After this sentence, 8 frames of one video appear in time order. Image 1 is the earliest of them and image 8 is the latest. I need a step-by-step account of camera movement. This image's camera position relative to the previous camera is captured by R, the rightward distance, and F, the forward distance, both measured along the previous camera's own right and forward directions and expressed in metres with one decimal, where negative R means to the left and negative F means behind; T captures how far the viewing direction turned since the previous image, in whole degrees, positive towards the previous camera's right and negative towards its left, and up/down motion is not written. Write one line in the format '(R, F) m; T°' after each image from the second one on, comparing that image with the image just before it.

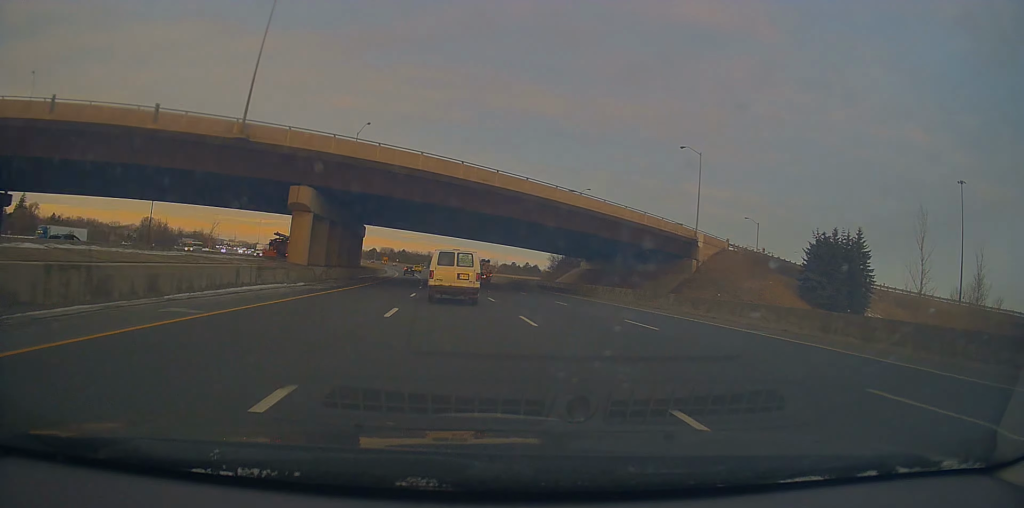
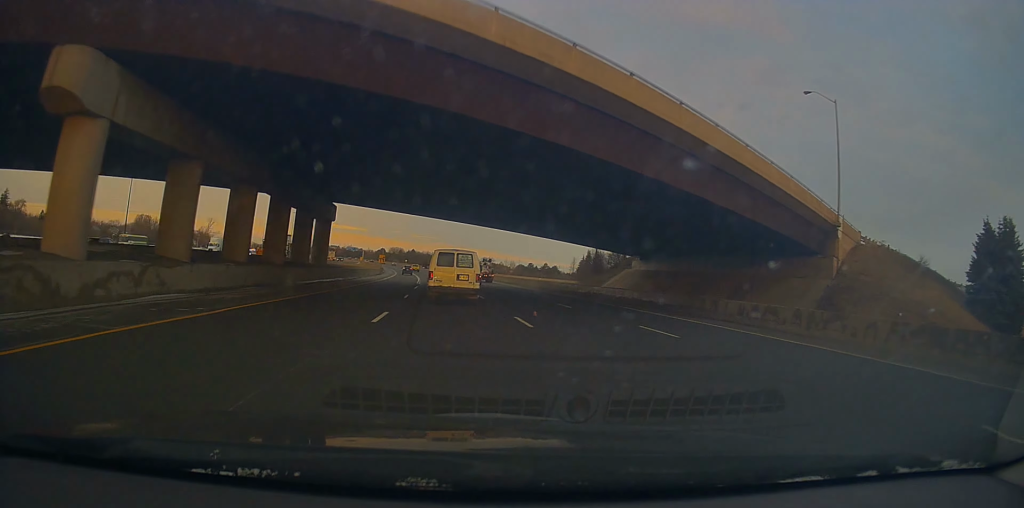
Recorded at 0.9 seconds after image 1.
(-0.6, +26.2) m; -1°
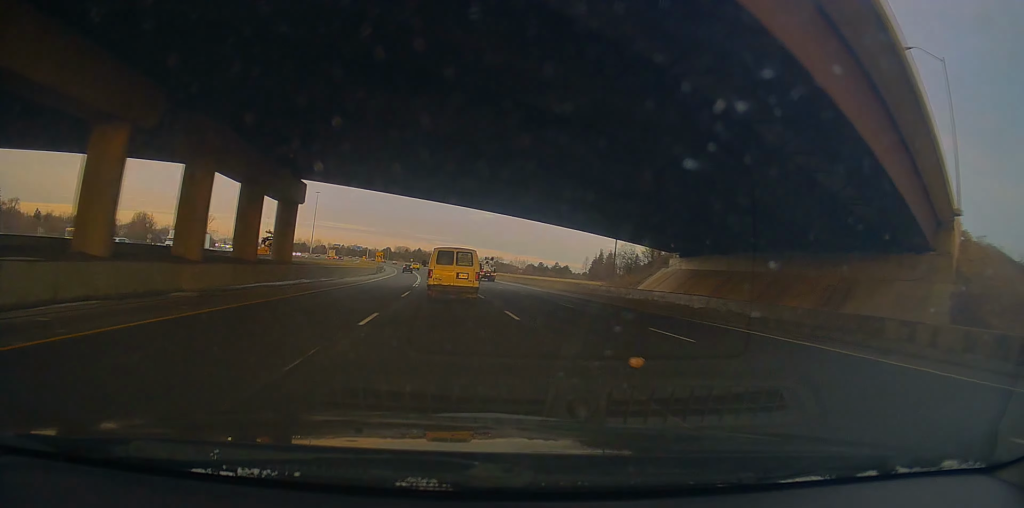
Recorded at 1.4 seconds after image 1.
(0.0, +13.0) m; 0°
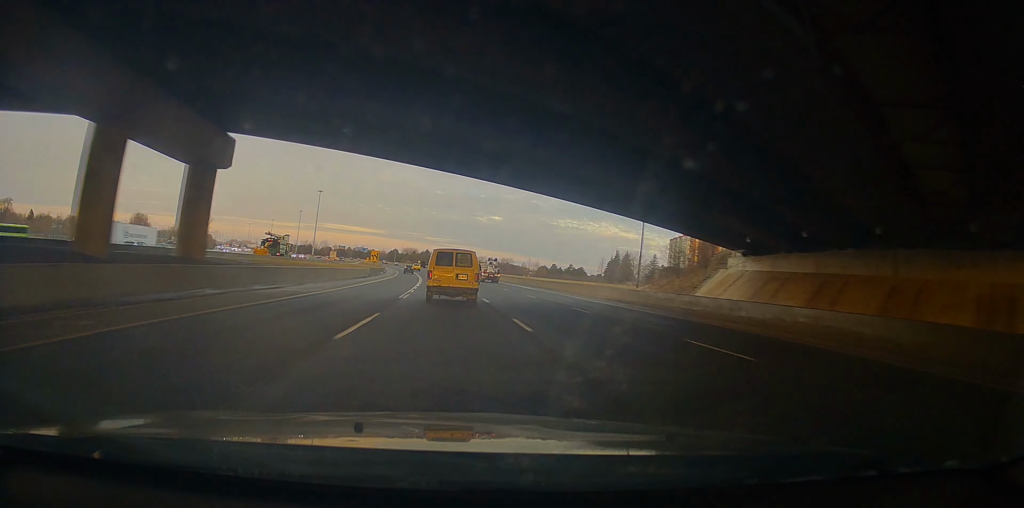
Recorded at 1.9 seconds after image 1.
(+0.1, +14.8) m; 0°
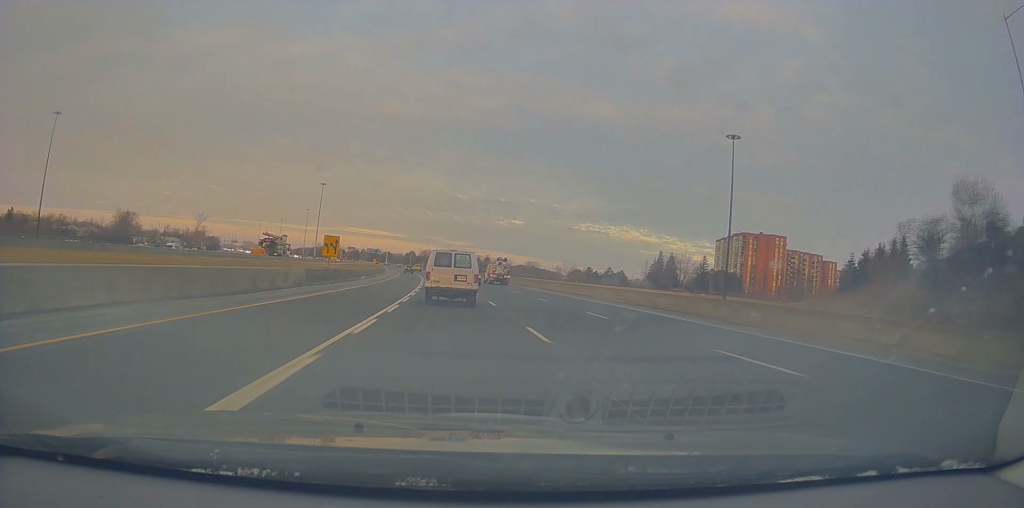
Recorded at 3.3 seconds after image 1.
(-0.2, +37.8) m; -2°
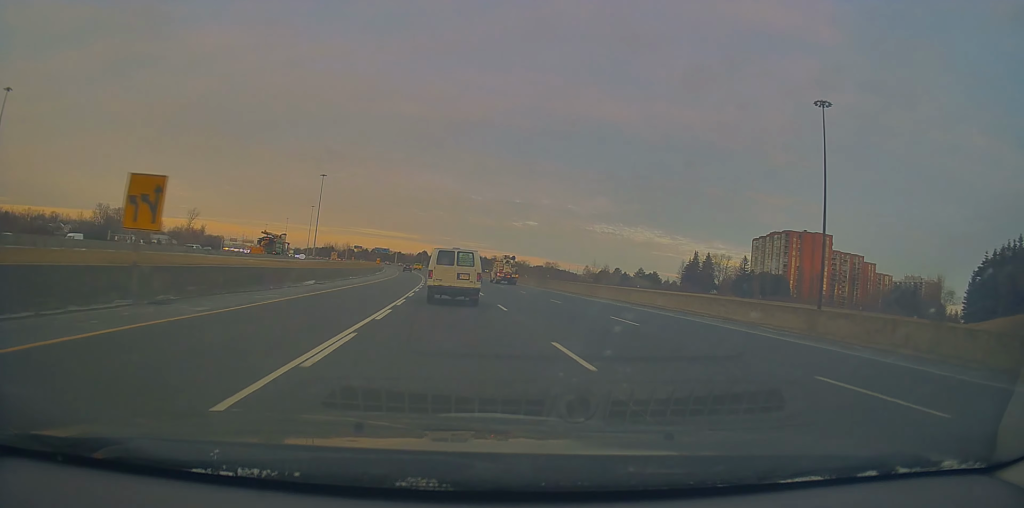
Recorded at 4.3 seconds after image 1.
(-0.7, +26.8) m; -2°
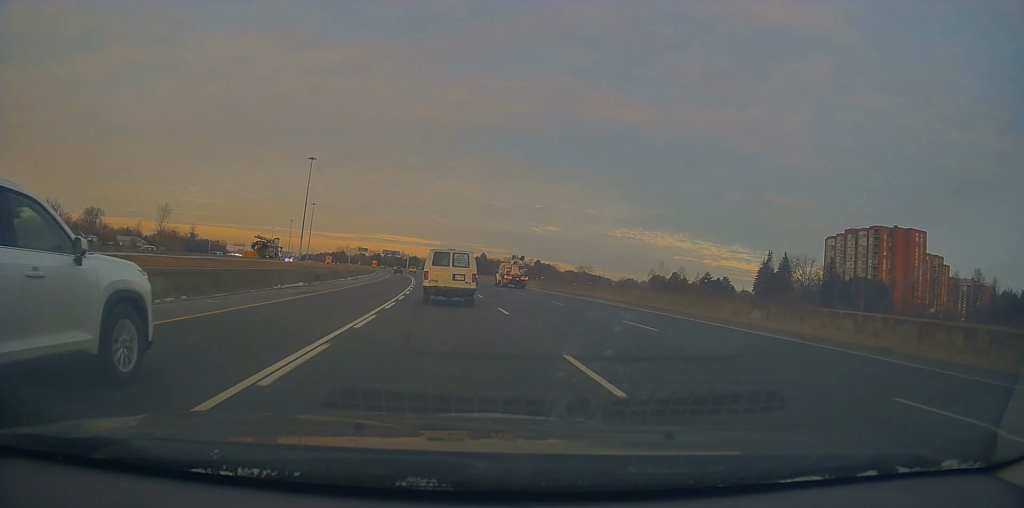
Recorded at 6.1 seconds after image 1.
(-1.5, +50.0) m; -4°
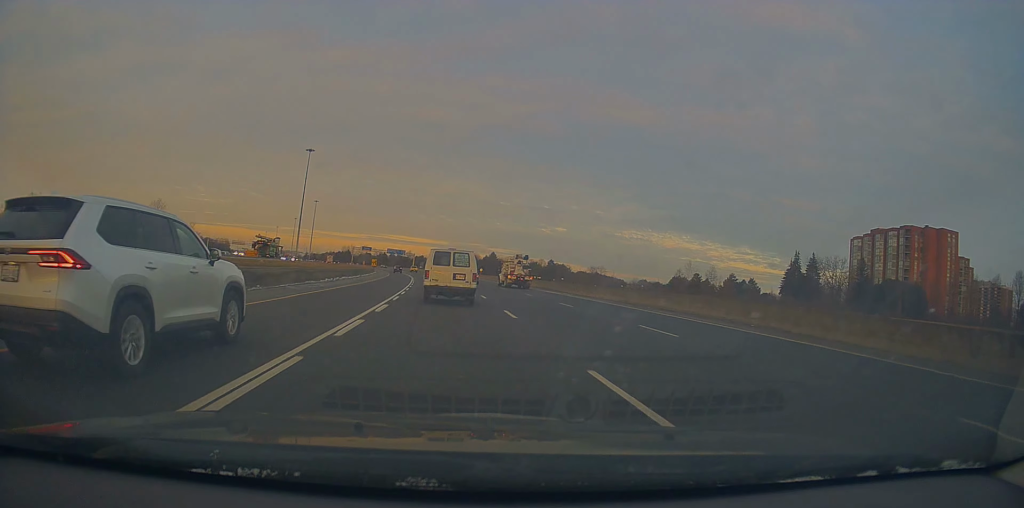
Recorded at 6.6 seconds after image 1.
(-0.3, +13.8) m; -1°
